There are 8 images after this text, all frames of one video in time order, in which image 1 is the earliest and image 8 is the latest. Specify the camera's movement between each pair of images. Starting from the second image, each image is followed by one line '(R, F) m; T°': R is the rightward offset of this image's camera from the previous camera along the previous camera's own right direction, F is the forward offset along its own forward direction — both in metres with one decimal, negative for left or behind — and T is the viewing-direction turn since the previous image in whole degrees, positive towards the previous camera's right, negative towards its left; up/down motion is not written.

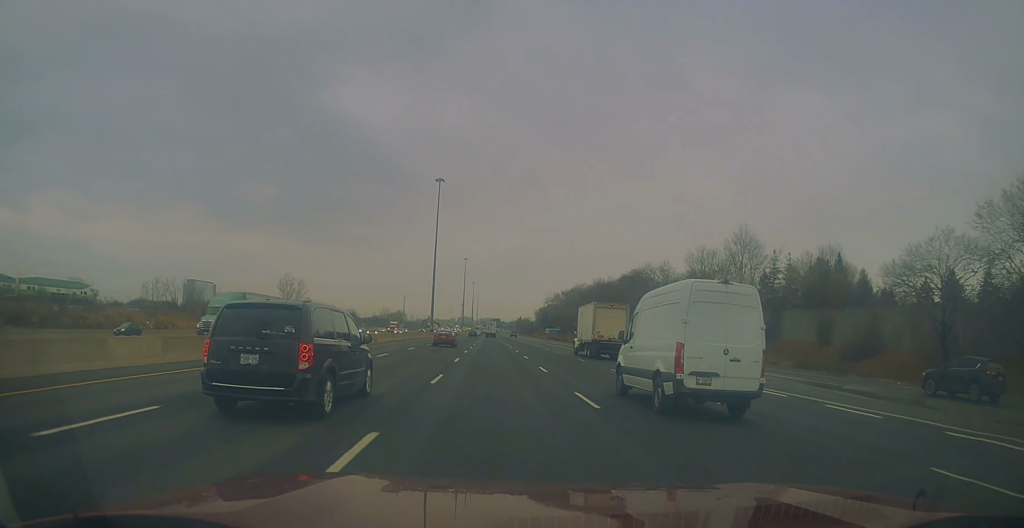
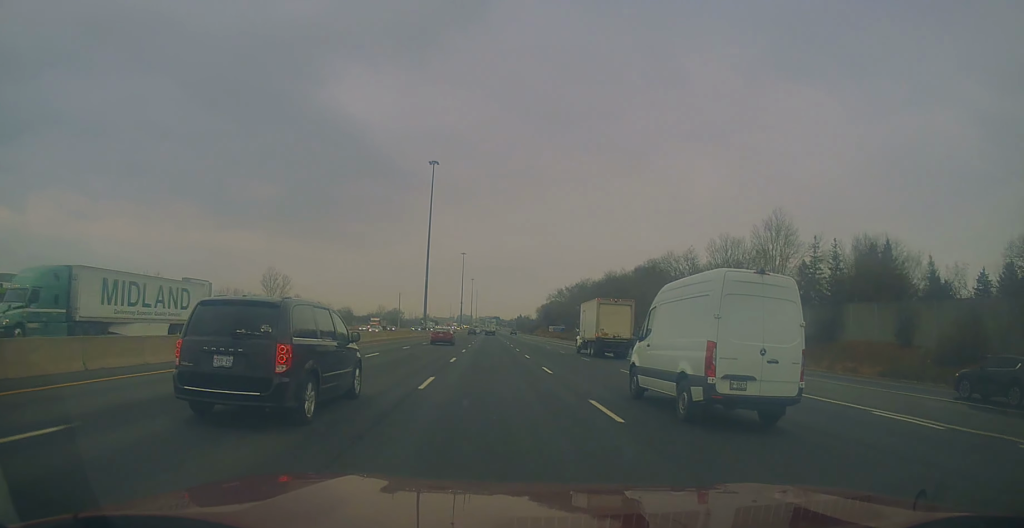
(0.0, +13.4) m; 0°
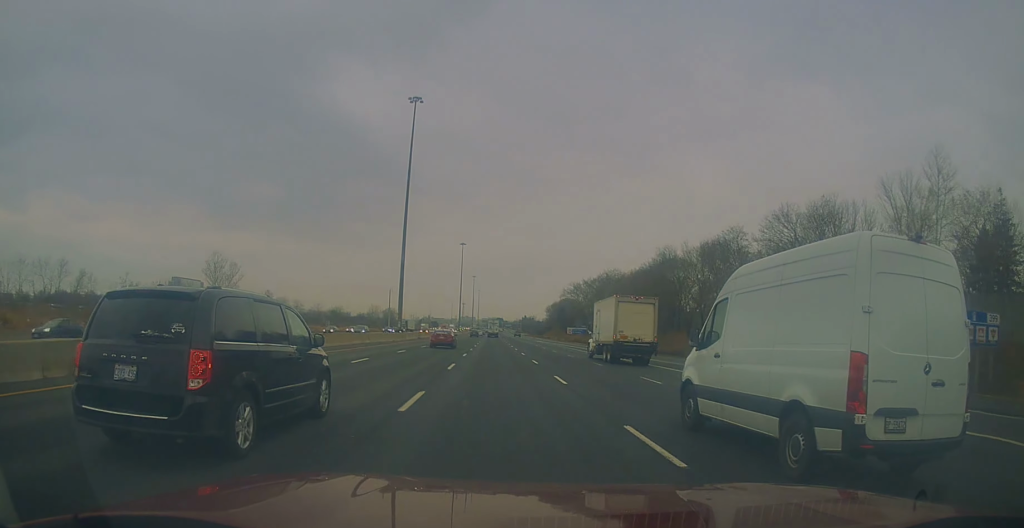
(0.0, +38.0) m; 0°
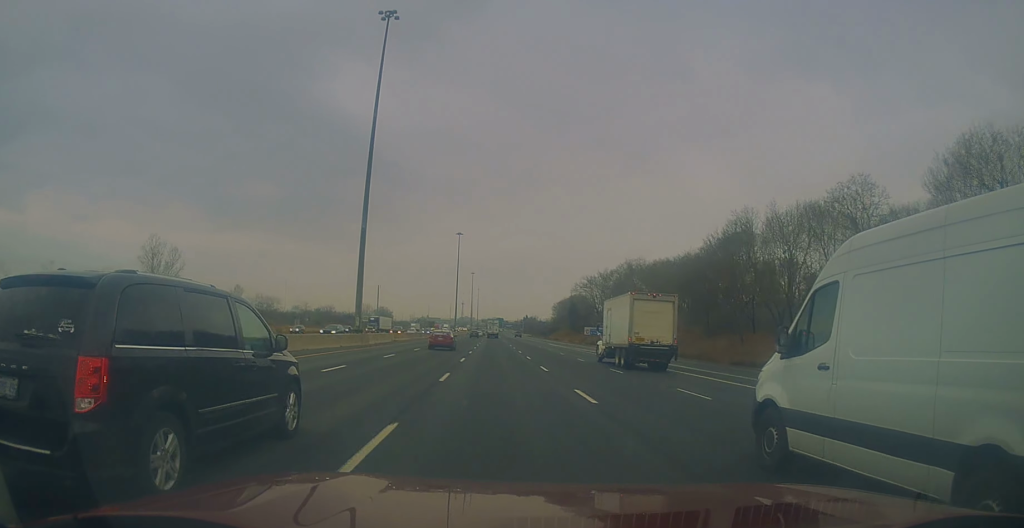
(0.0, +27.0) m; 0°
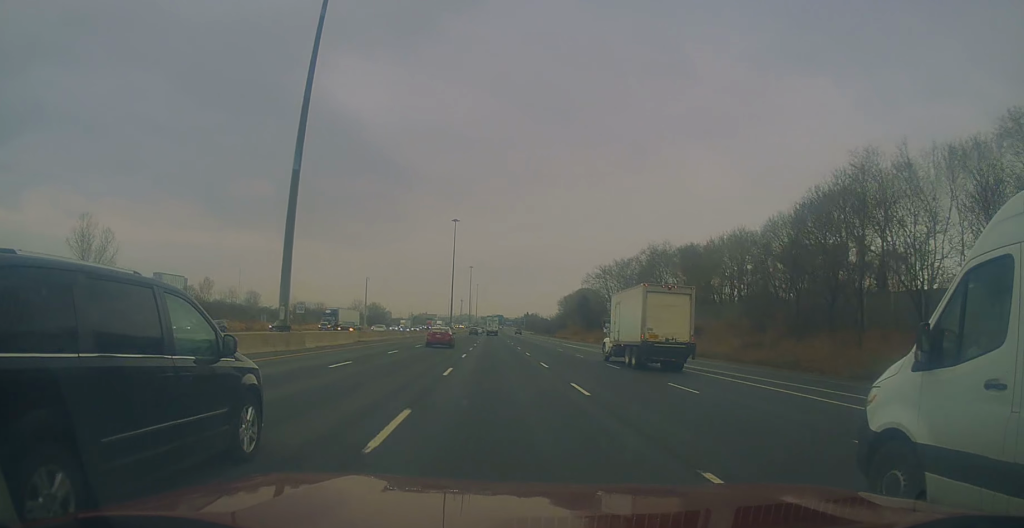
(0.0, +19.1) m; -1°
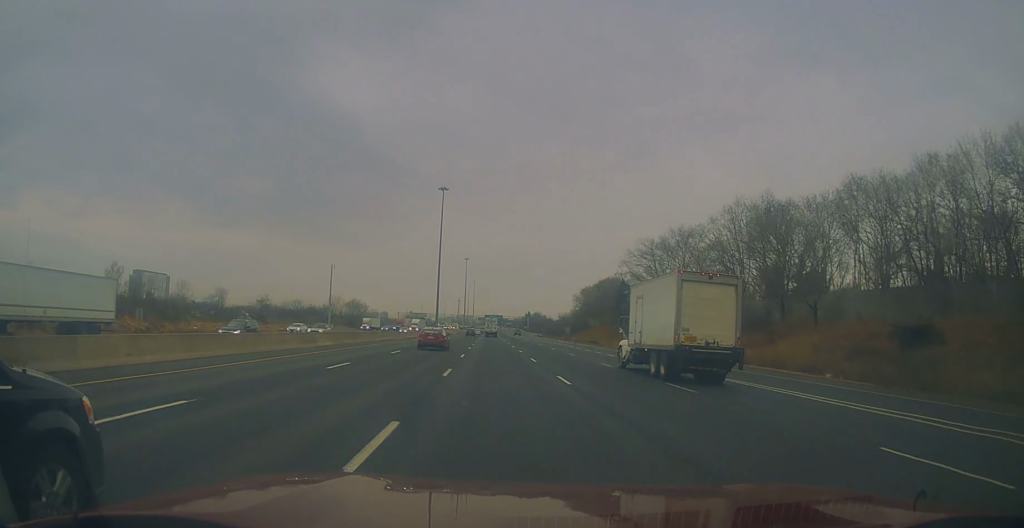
(-0.8, +46.9) m; 0°
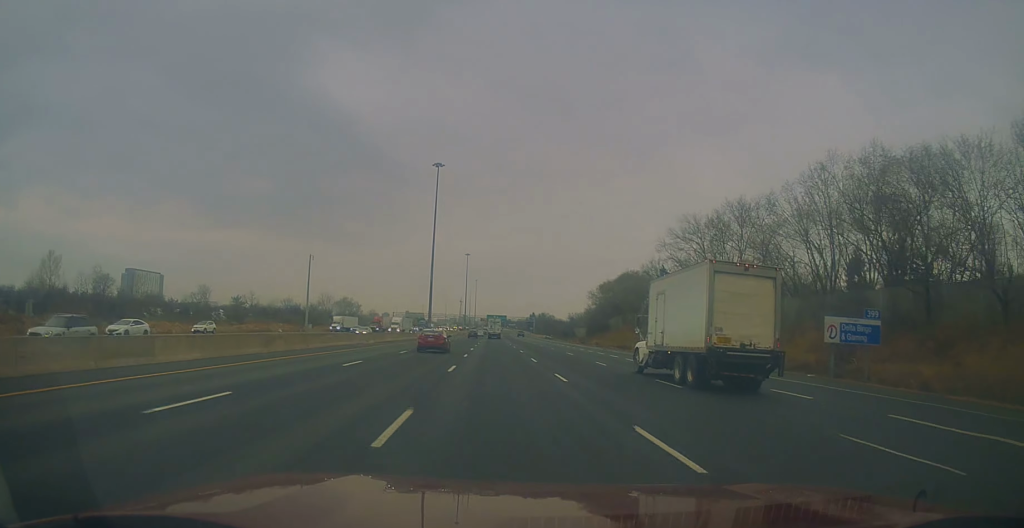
(+0.4, +23.2) m; +2°
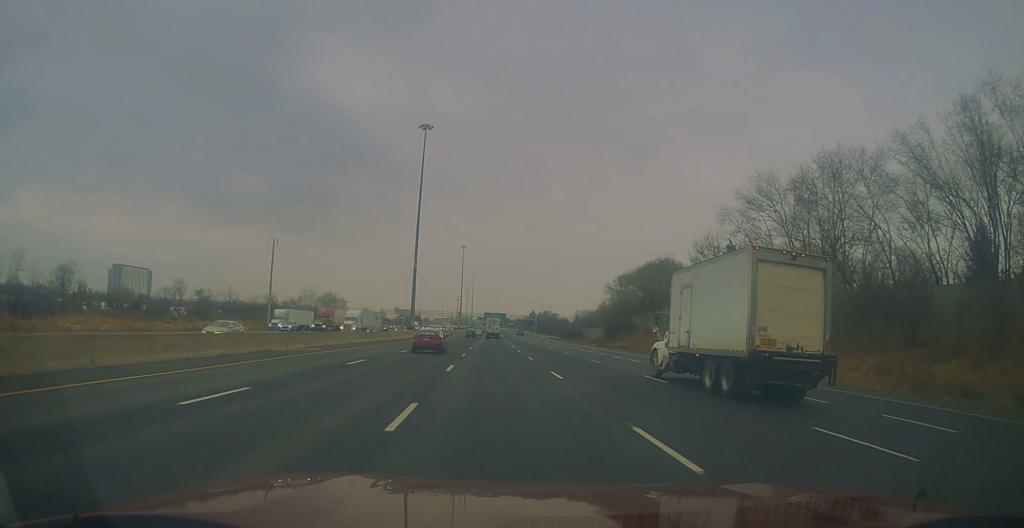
(+0.4, +24.3) m; 0°
